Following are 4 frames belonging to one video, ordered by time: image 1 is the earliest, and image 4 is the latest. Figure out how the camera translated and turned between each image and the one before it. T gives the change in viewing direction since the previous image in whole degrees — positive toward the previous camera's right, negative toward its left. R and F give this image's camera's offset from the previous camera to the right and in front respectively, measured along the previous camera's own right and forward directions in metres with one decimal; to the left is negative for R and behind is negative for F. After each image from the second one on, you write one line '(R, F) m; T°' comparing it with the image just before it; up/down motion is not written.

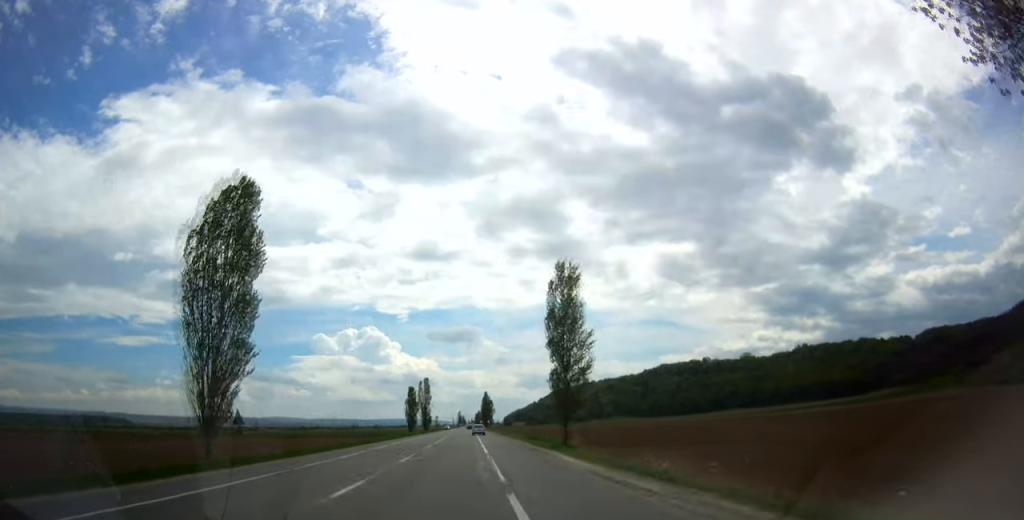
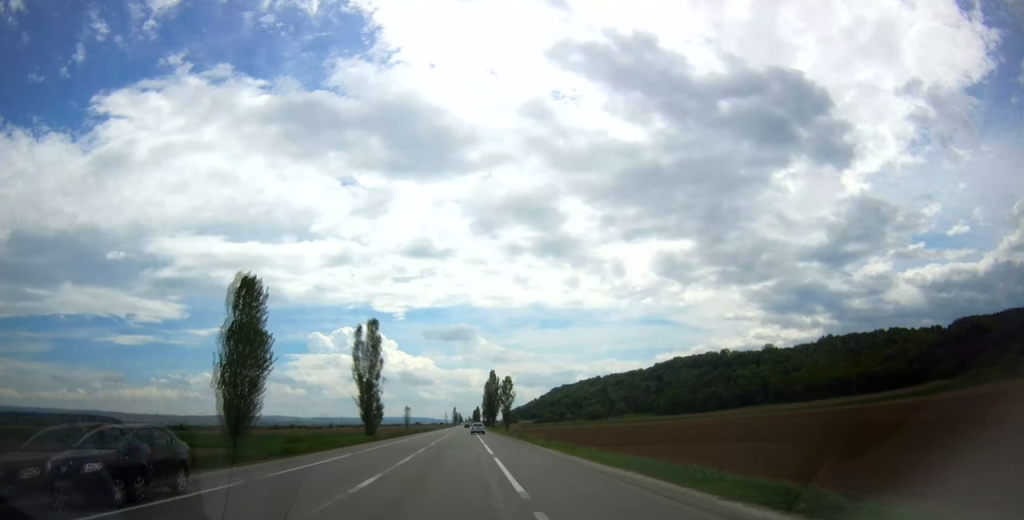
(0.0, +92.2) m; +1°
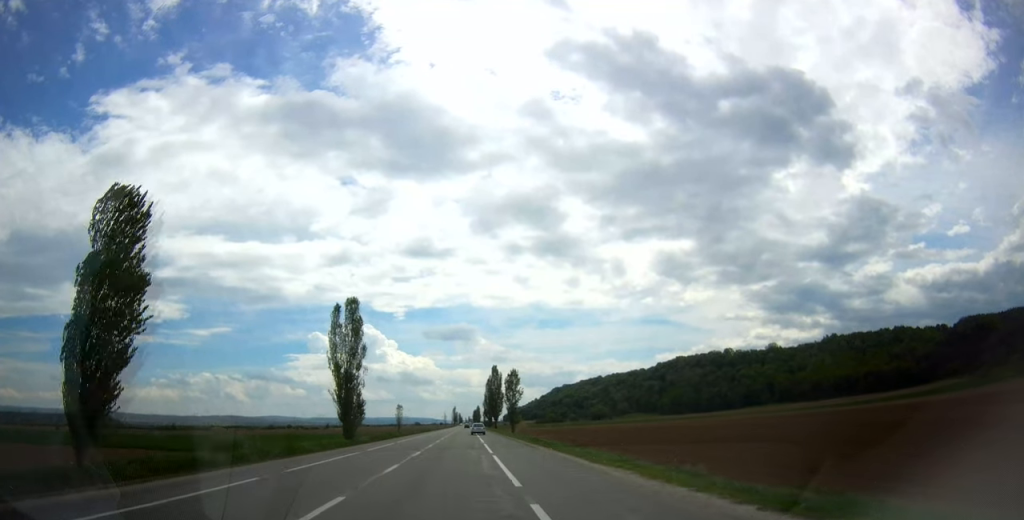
(+0.5, +13.6) m; 0°
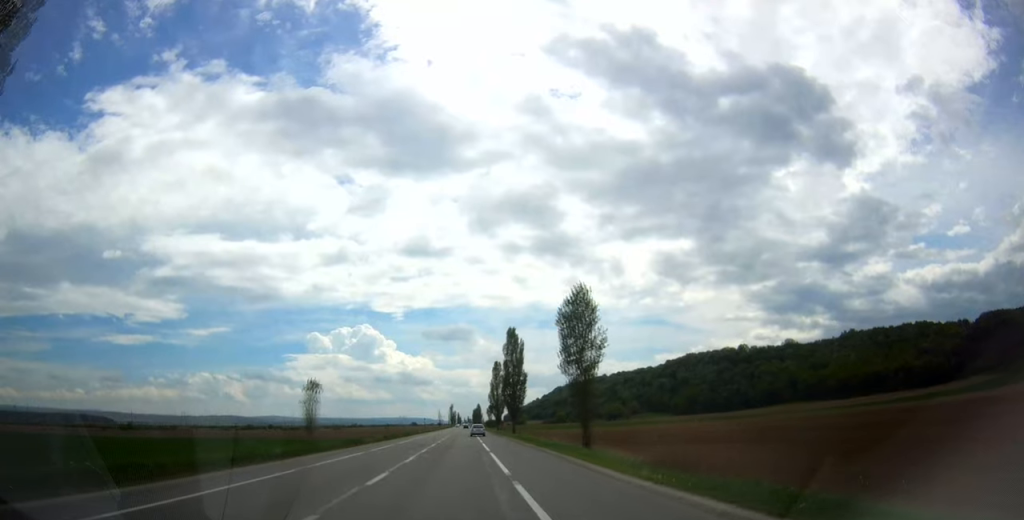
(-0.9, +56.6) m; -1°
